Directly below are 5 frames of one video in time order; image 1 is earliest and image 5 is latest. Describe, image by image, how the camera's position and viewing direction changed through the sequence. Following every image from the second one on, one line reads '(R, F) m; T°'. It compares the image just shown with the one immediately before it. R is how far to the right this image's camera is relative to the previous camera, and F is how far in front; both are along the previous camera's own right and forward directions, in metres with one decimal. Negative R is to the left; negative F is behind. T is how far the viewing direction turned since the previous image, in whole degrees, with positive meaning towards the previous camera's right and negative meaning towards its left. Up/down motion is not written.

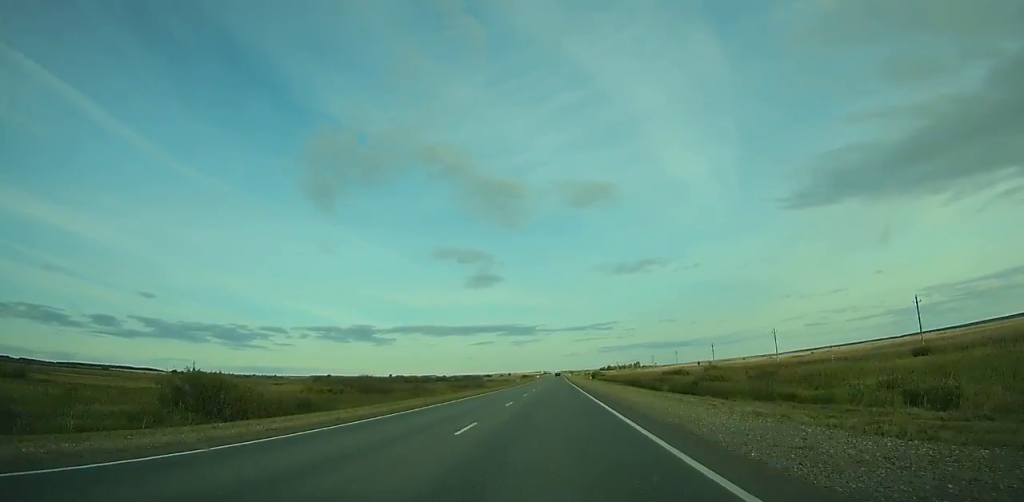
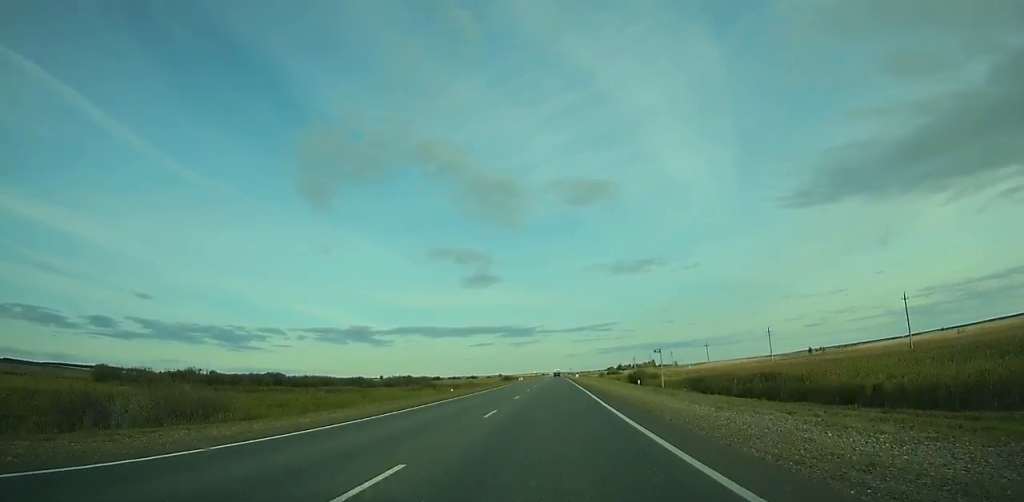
(-0.1, +116.9) m; 0°
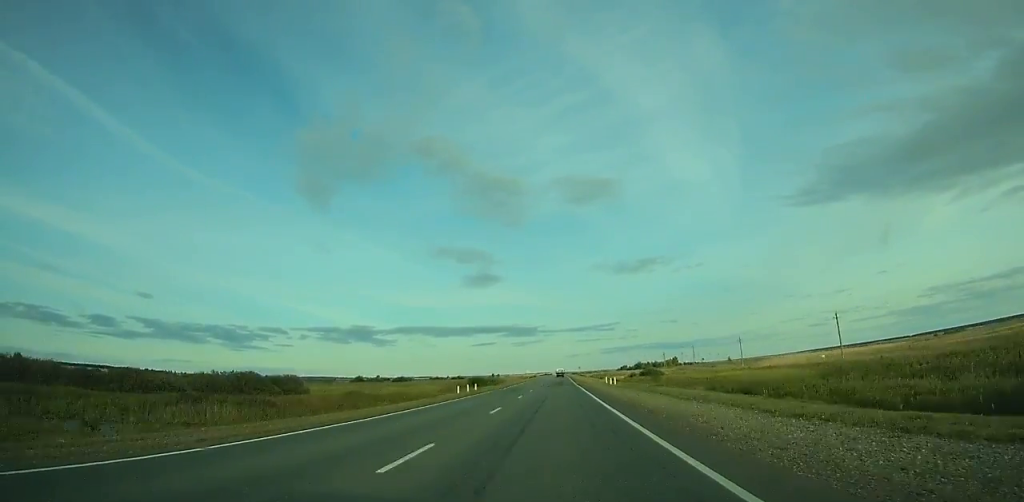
(0.0, +95.0) m; 0°
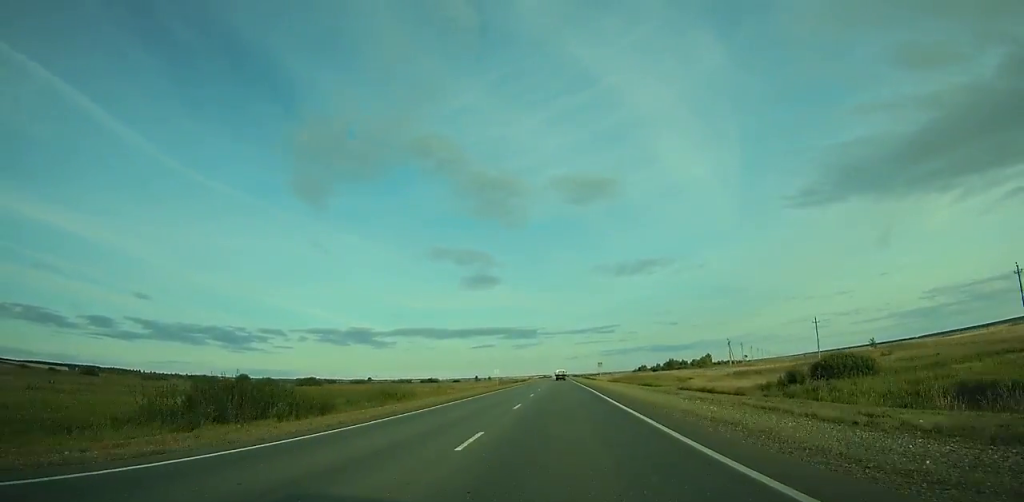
(-0.1, +111.9) m; 0°
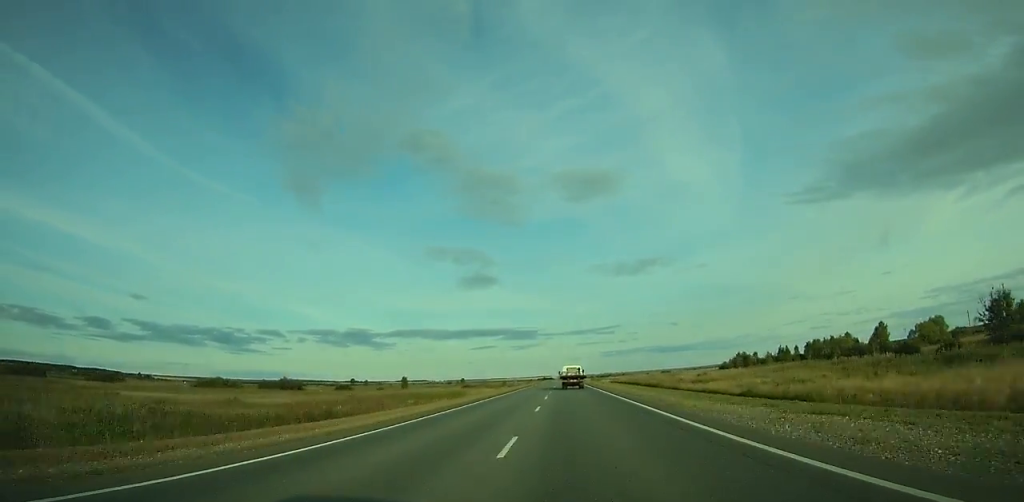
(-0.3, +212.9) m; 0°
